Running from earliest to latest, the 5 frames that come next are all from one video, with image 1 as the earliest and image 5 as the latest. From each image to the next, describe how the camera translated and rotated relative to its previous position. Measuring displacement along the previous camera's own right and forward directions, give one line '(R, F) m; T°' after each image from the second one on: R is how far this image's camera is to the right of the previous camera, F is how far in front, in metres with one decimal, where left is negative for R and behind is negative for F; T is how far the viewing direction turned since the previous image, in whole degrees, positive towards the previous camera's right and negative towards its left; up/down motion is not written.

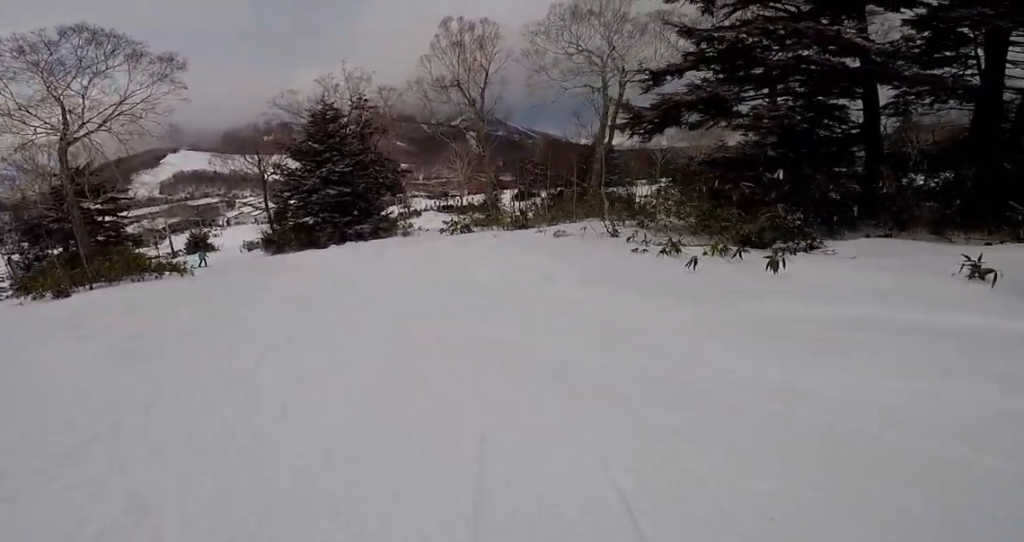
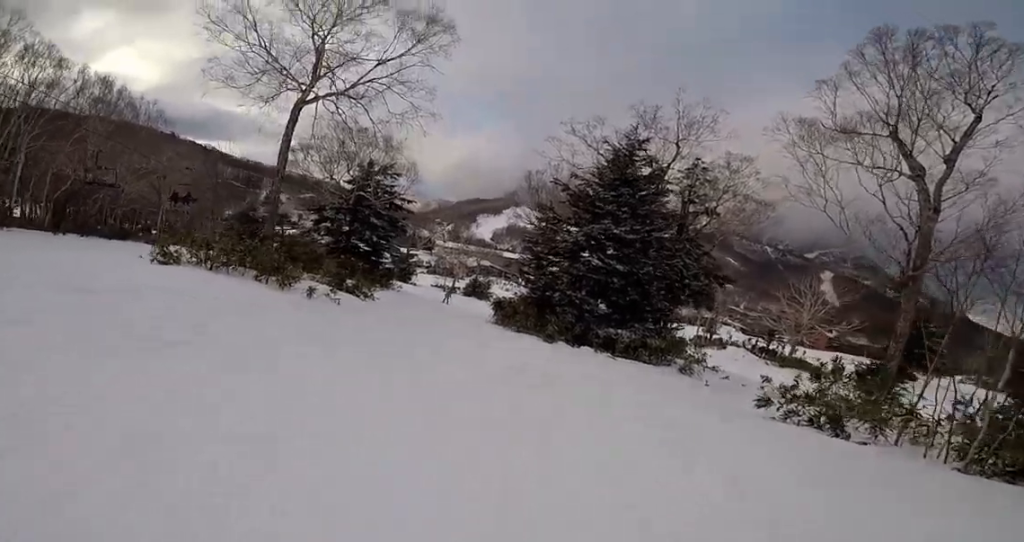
(-1.8, +11.0) m; -22°
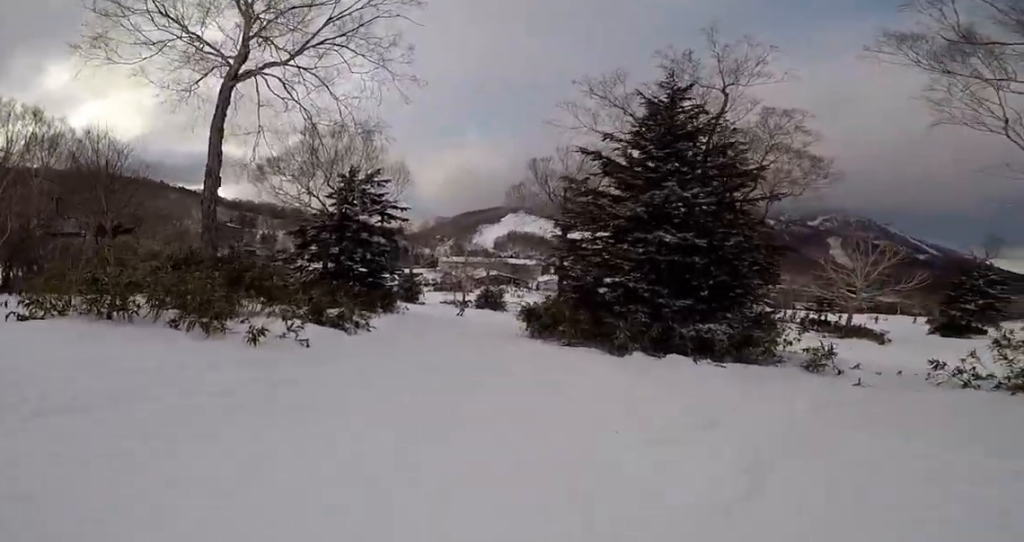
(-0.2, +5.4) m; +5°
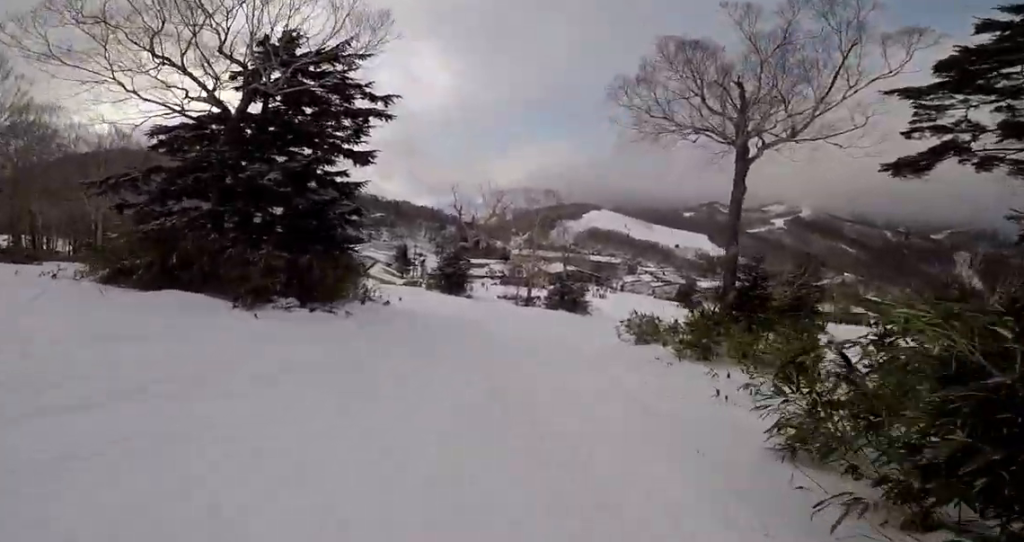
(-2.2, +17.9) m; -10°
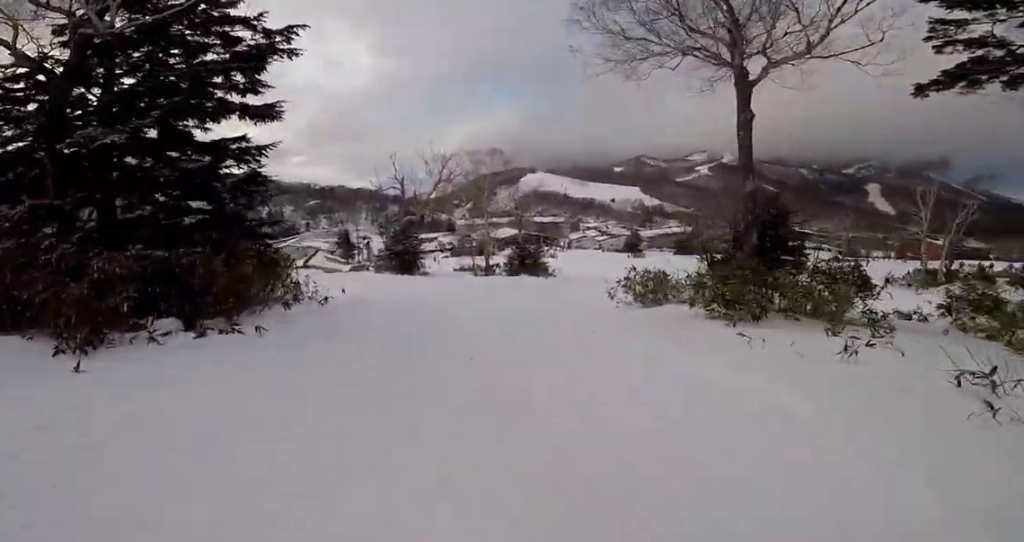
(+0.3, +3.9) m; +5°
